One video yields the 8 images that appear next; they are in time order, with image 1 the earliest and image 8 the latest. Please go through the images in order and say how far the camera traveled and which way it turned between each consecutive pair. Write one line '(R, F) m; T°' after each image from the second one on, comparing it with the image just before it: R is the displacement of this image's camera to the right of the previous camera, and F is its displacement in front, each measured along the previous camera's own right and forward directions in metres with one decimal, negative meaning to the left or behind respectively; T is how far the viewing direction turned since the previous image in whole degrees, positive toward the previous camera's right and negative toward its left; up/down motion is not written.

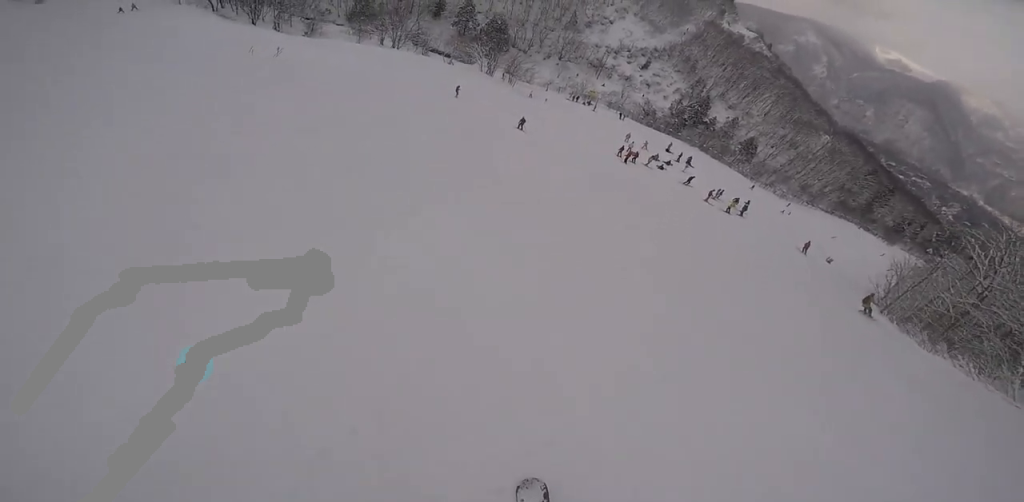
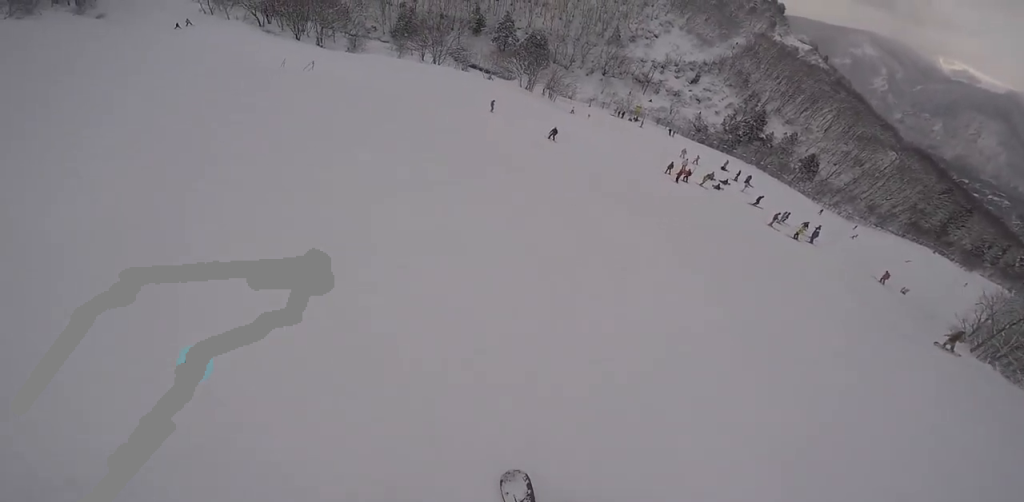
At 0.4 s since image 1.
(-0.4, +2.8) m; -13°
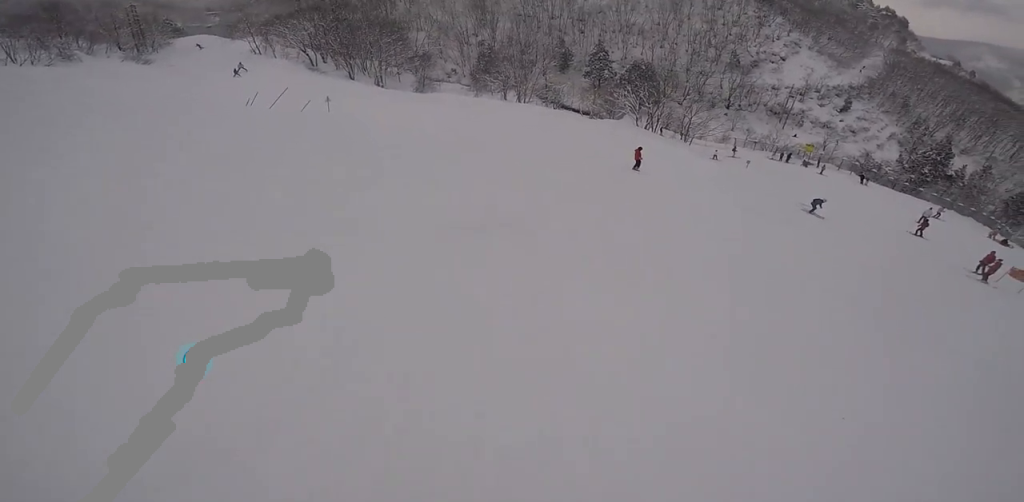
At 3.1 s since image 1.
(-6.3, +17.4) m; -1°
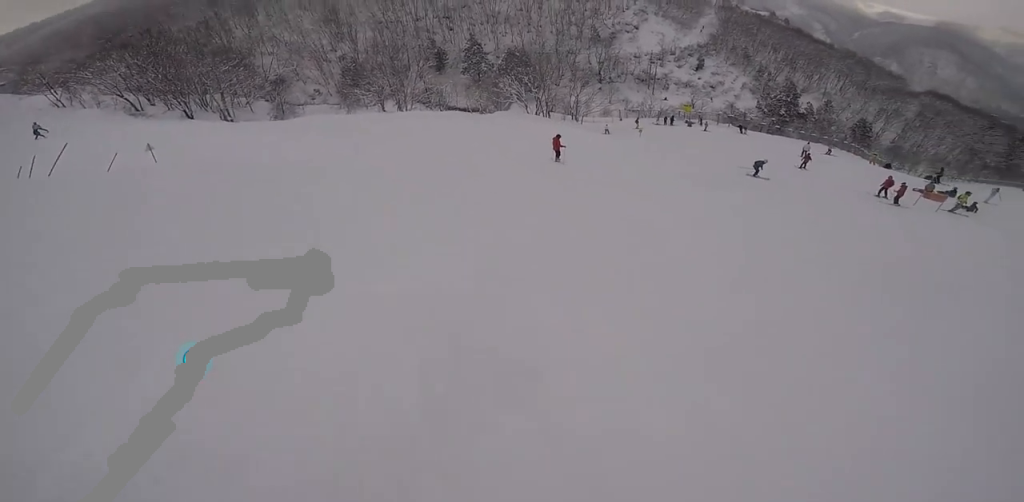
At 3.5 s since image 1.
(+0.6, +3.1) m; +15°
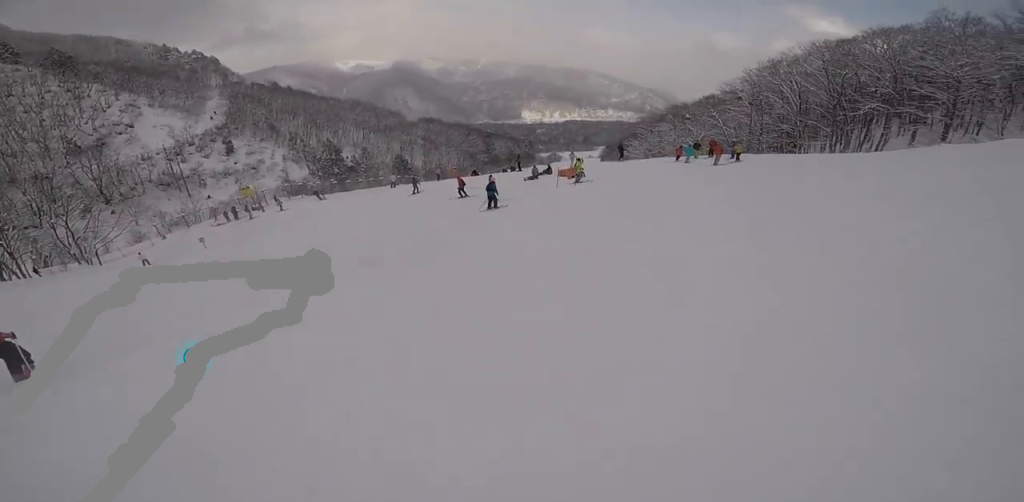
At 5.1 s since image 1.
(+3.8, +8.9) m; +49°
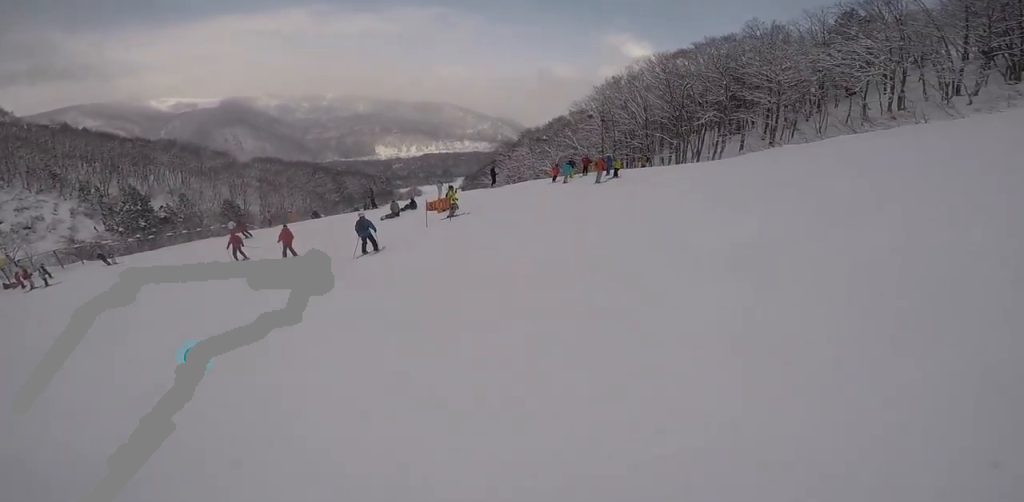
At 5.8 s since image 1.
(+0.9, +4.4) m; +24°
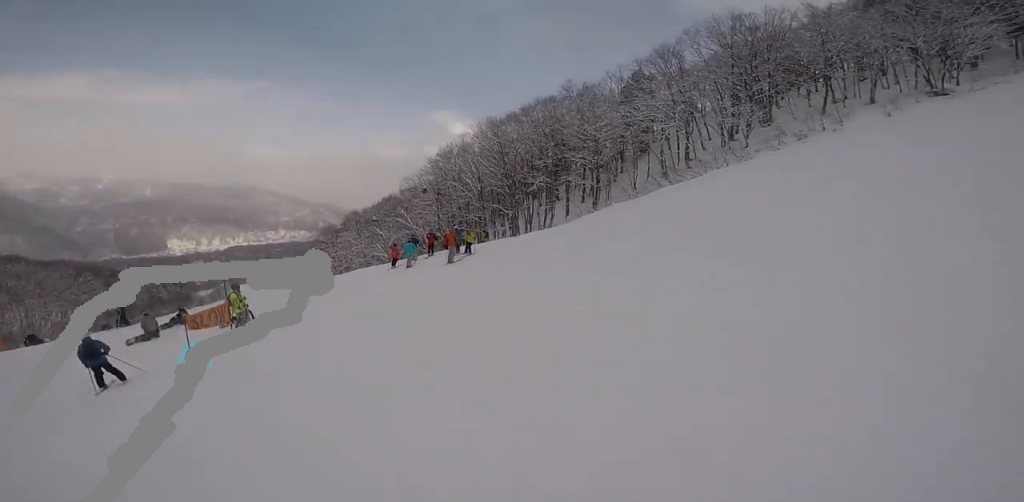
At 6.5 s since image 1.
(+0.9, +4.0) m; +10°
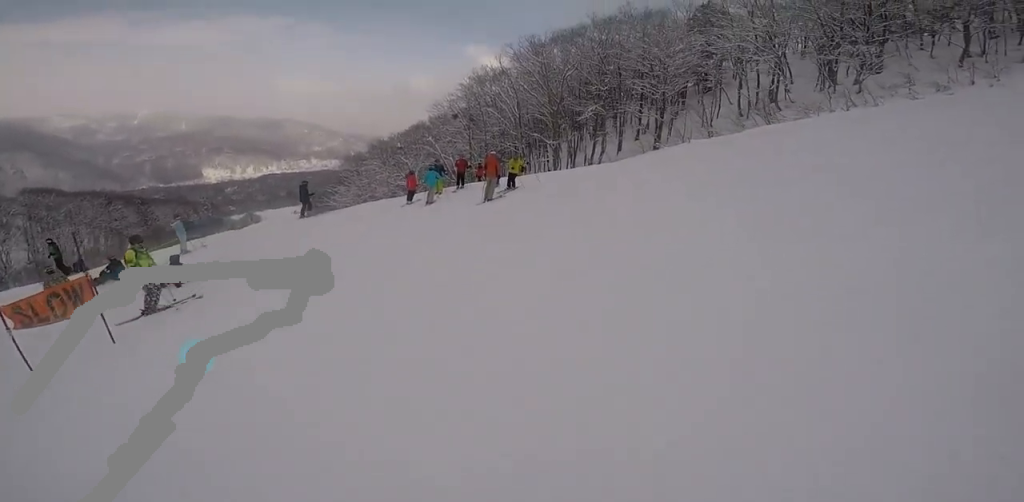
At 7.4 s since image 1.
(+0.3, +4.7) m; +4°
